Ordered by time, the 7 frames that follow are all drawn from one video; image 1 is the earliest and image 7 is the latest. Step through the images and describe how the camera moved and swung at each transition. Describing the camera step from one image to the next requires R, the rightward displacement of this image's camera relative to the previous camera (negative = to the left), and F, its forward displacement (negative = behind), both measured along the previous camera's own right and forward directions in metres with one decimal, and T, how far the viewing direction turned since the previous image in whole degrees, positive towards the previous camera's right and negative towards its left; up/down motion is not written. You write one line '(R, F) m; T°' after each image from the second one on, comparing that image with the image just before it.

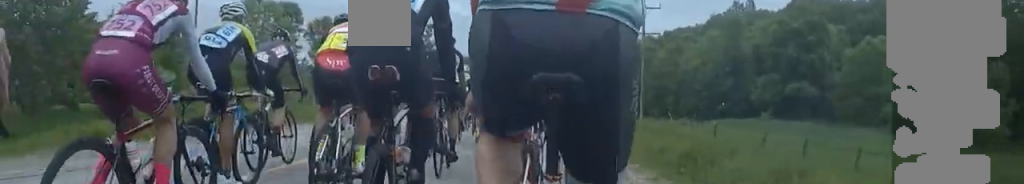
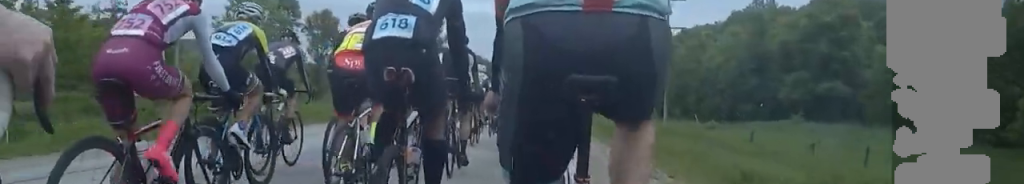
(+0.2, +4.0) m; 0°
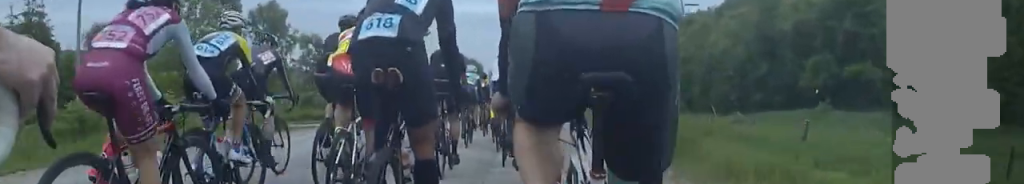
(-0.2, +8.2) m; -2°
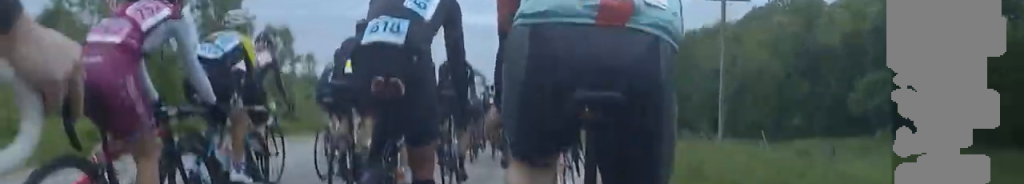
(-0.1, +8.6) m; 0°
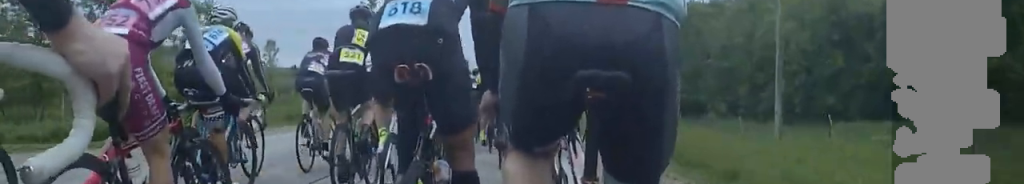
(0.0, +9.1) m; +2°
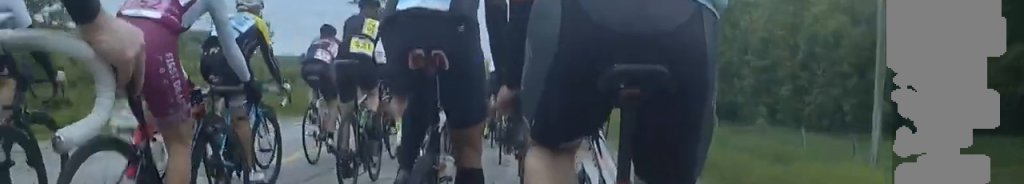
(+0.2, +6.2) m; +1°
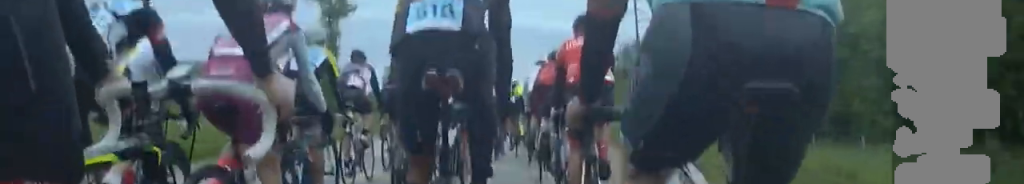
(-0.3, +15.7) m; -1°
